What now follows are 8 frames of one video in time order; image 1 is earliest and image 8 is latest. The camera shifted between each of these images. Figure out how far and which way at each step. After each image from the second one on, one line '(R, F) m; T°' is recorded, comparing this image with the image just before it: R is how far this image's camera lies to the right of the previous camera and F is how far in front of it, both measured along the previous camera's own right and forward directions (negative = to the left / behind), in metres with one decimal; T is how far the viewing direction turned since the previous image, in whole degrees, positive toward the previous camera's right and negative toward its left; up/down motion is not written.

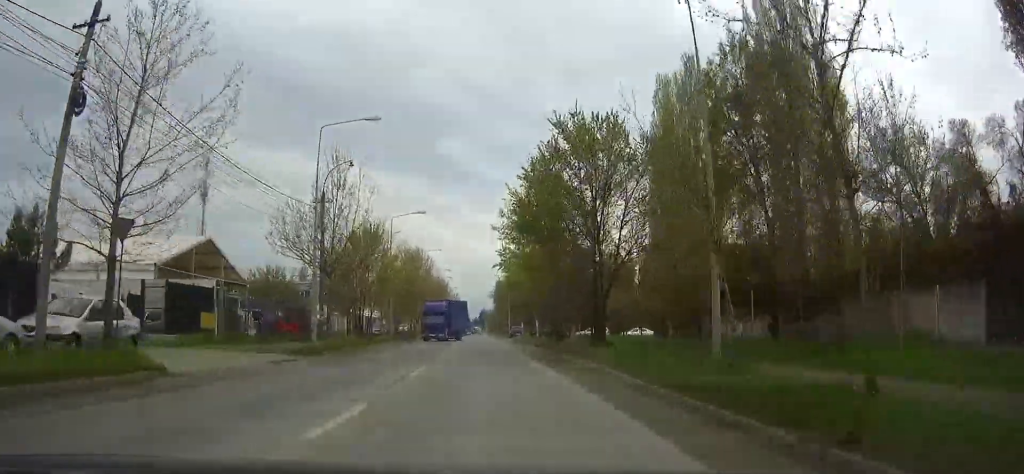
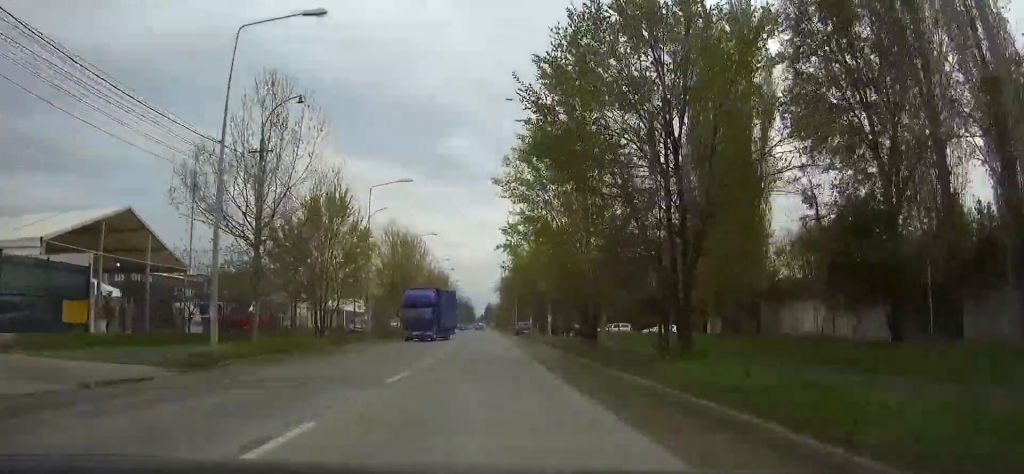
(0.0, +11.2) m; -1°
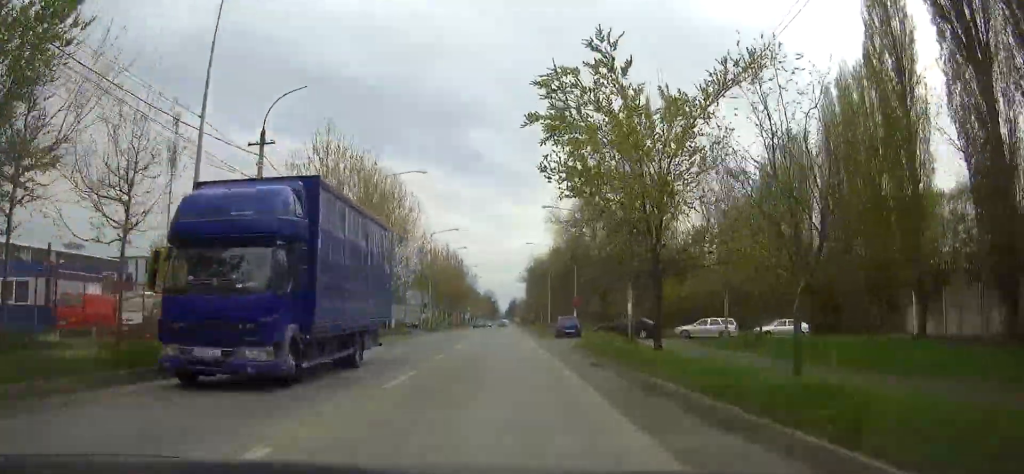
(-0.3, +28.0) m; -1°
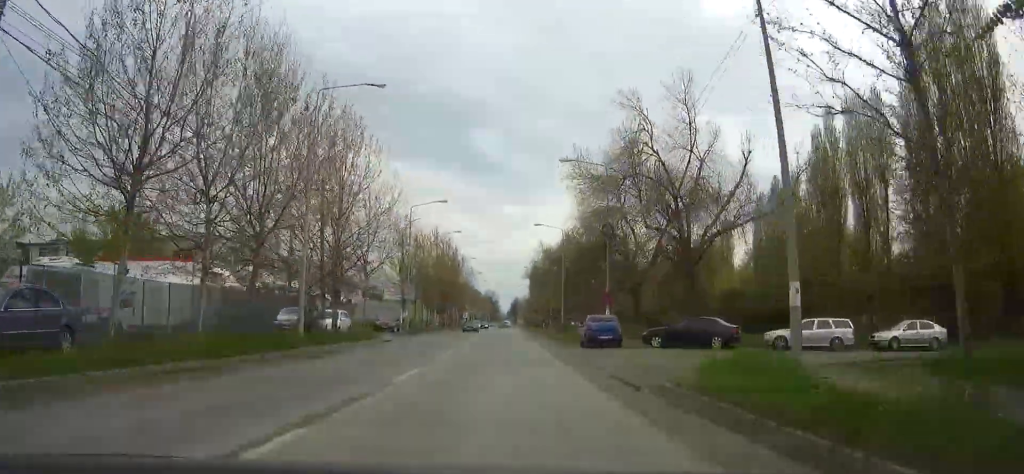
(-0.1, +16.7) m; 0°
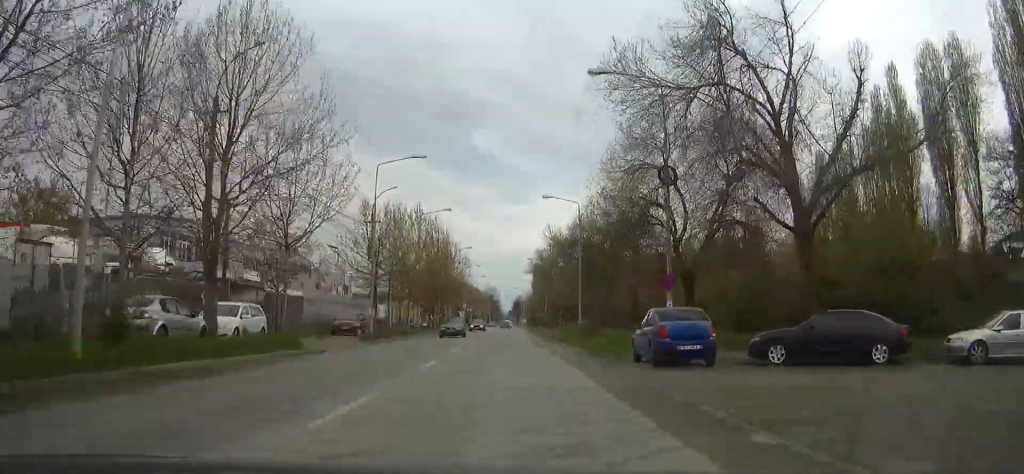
(-0.1, +14.7) m; 0°
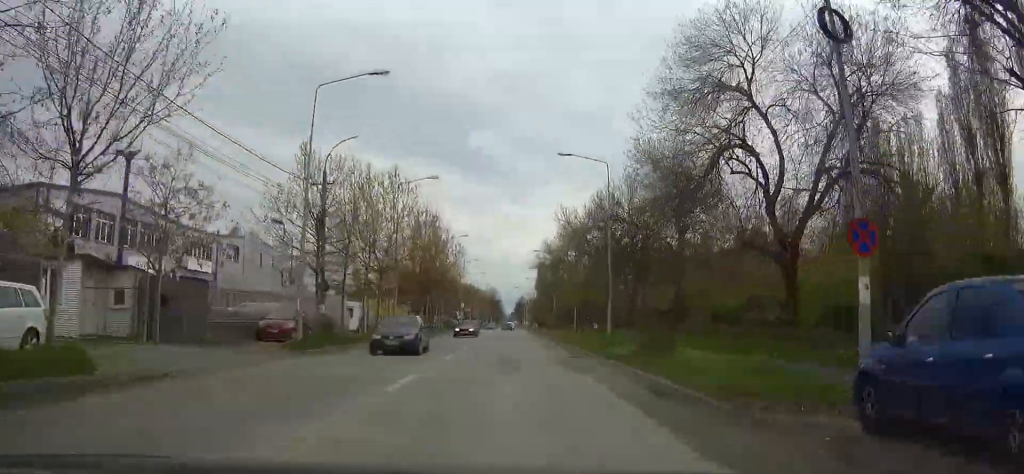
(0.0, +13.3) m; 0°
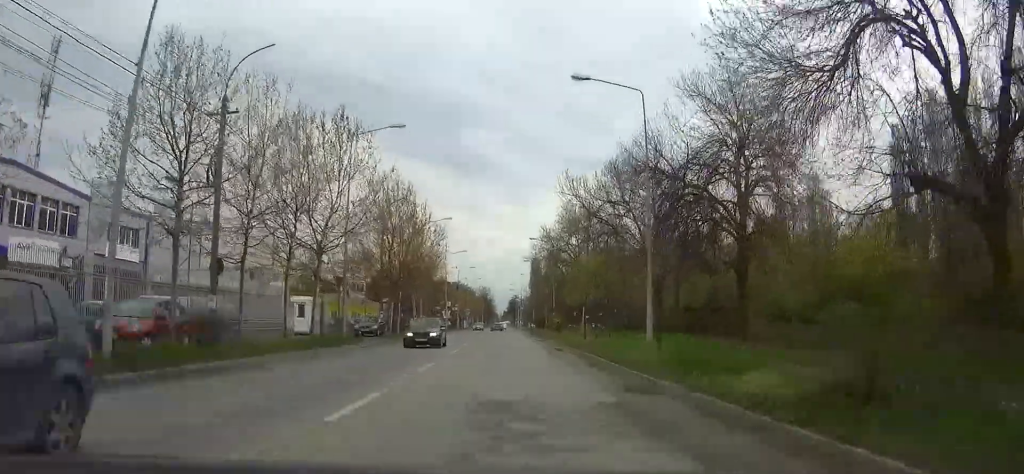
(0.0, +12.5) m; 0°
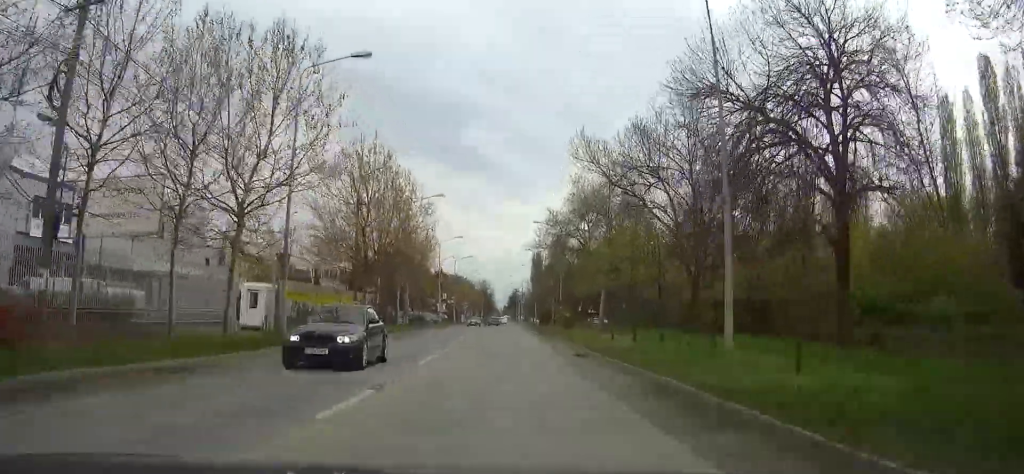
(0.0, +9.3) m; 0°
